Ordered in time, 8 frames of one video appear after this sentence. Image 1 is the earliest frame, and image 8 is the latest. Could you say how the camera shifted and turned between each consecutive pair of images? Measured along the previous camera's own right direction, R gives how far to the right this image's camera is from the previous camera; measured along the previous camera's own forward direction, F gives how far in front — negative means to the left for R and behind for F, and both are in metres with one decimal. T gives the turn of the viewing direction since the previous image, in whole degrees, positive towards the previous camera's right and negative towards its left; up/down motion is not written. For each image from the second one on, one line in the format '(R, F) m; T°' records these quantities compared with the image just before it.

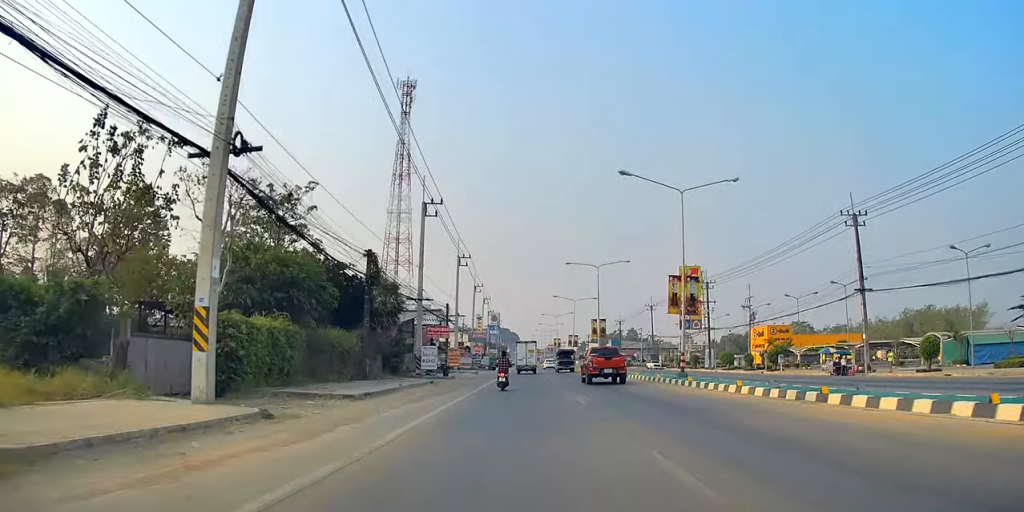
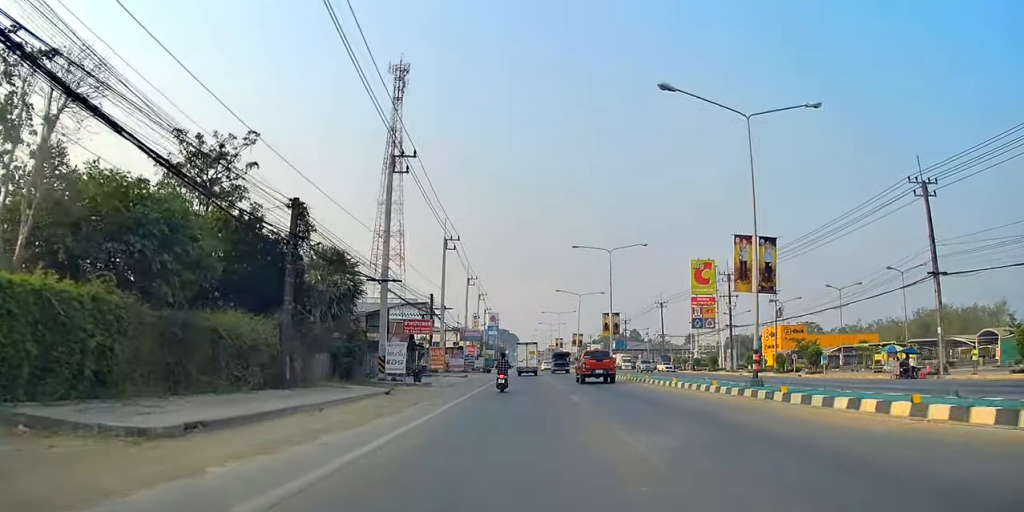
(-0.2, +10.0) m; -2°
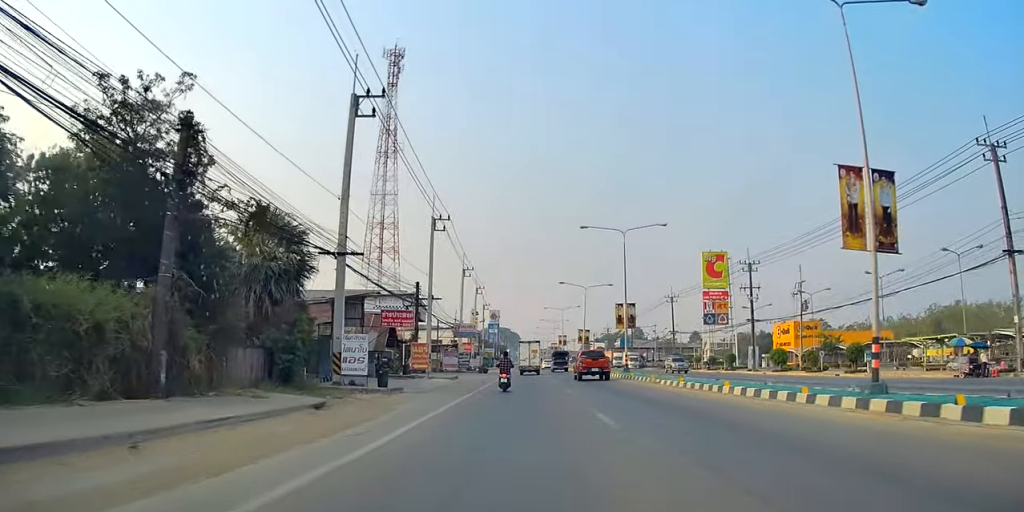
(-0.5, +7.3) m; 0°
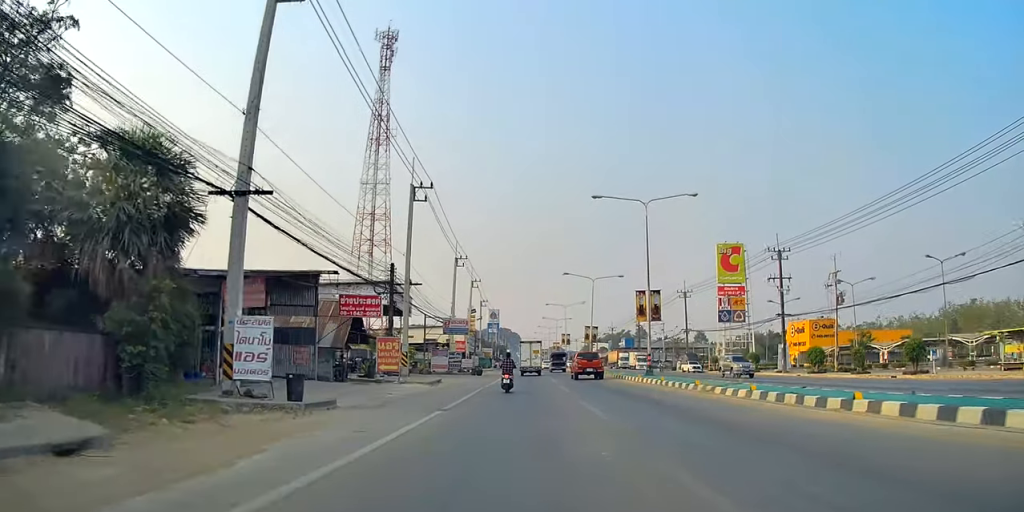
(+0.5, +8.6) m; +2°
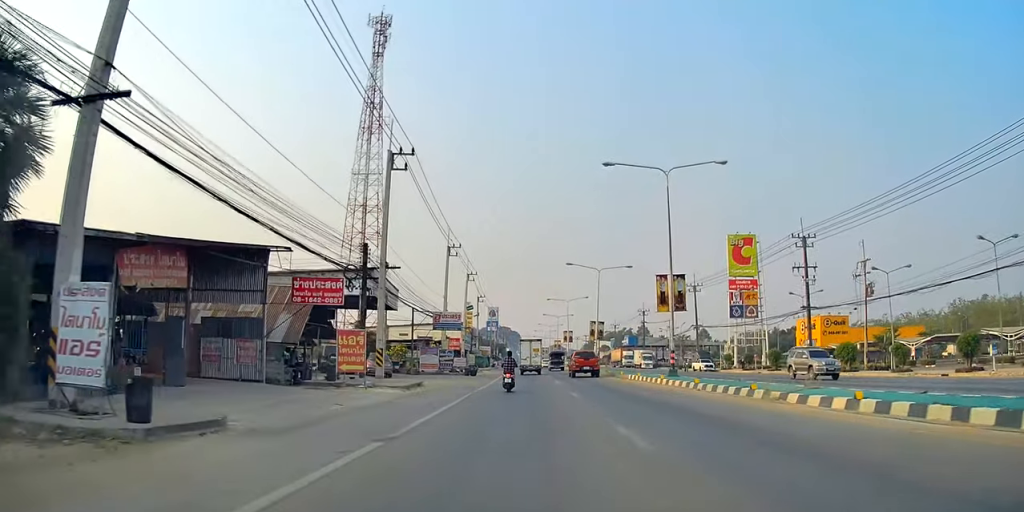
(+0.2, +6.4) m; +1°
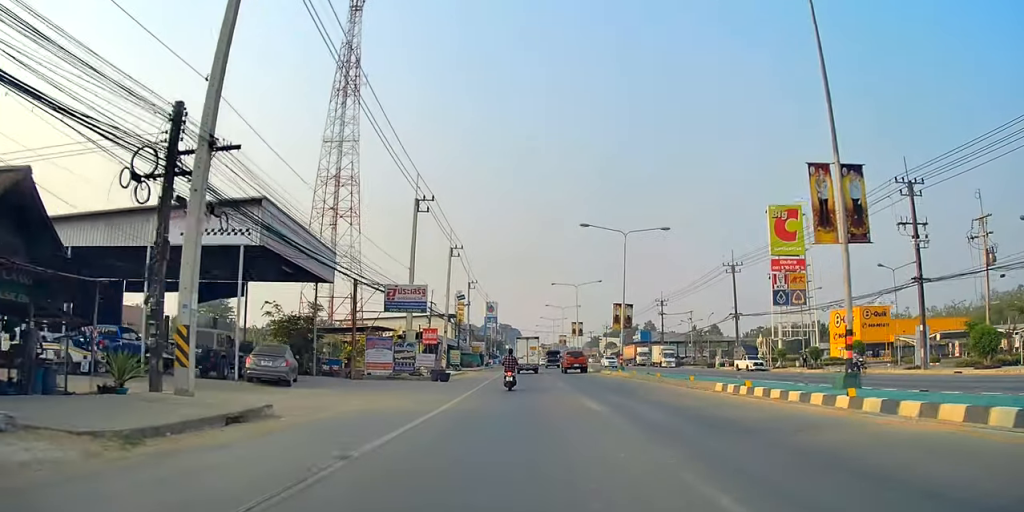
(0.0, +18.0) m; 0°
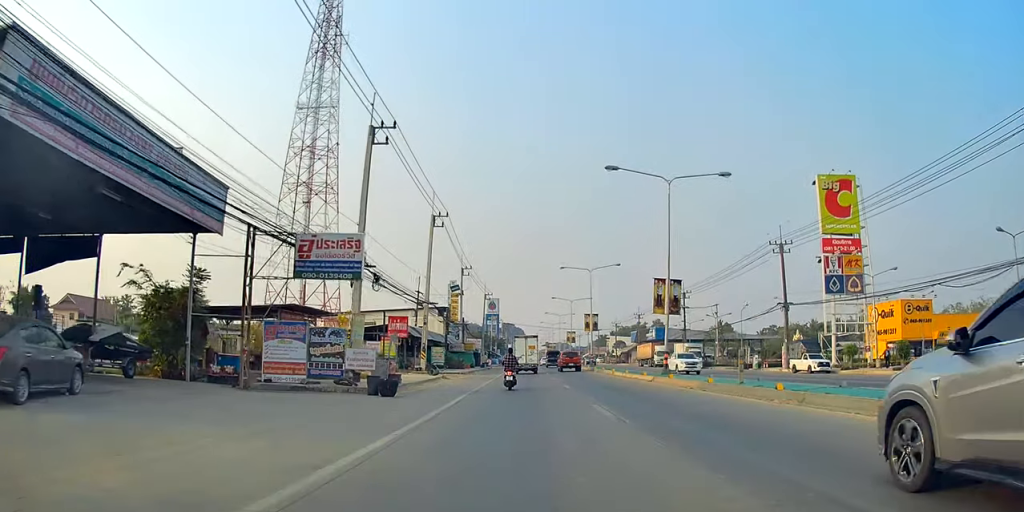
(0.0, +14.3) m; 0°
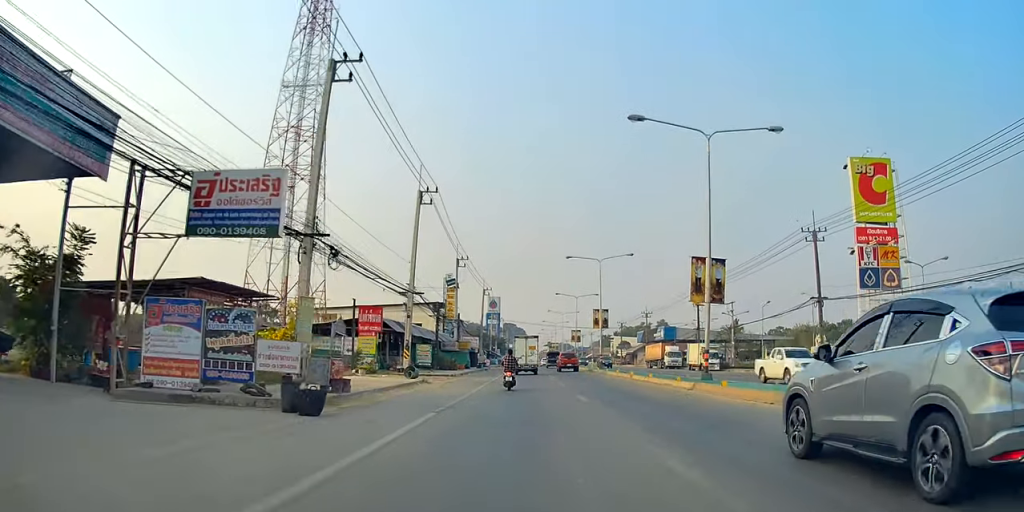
(0.0, +7.1) m; 0°
